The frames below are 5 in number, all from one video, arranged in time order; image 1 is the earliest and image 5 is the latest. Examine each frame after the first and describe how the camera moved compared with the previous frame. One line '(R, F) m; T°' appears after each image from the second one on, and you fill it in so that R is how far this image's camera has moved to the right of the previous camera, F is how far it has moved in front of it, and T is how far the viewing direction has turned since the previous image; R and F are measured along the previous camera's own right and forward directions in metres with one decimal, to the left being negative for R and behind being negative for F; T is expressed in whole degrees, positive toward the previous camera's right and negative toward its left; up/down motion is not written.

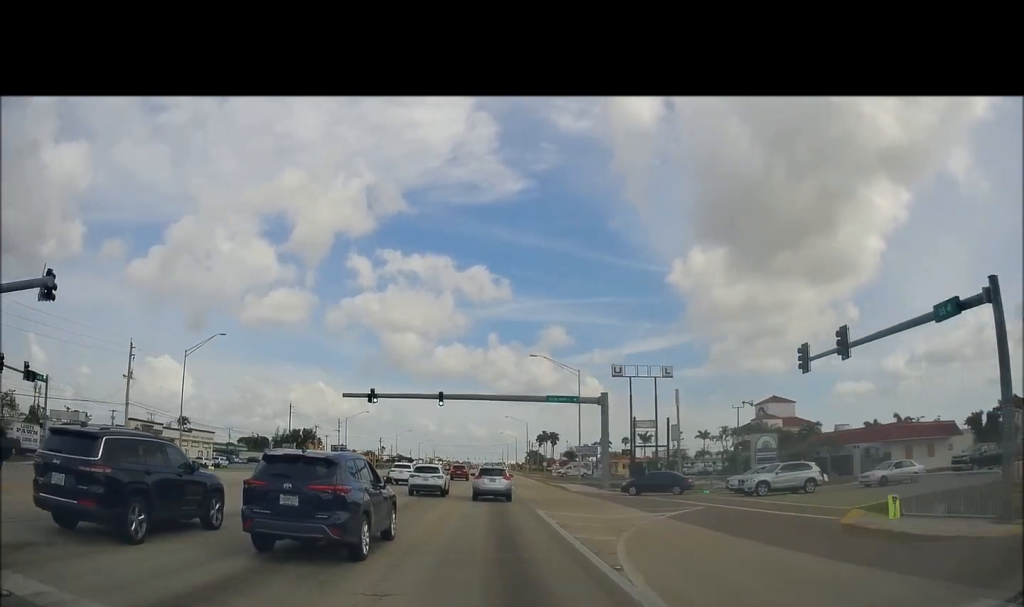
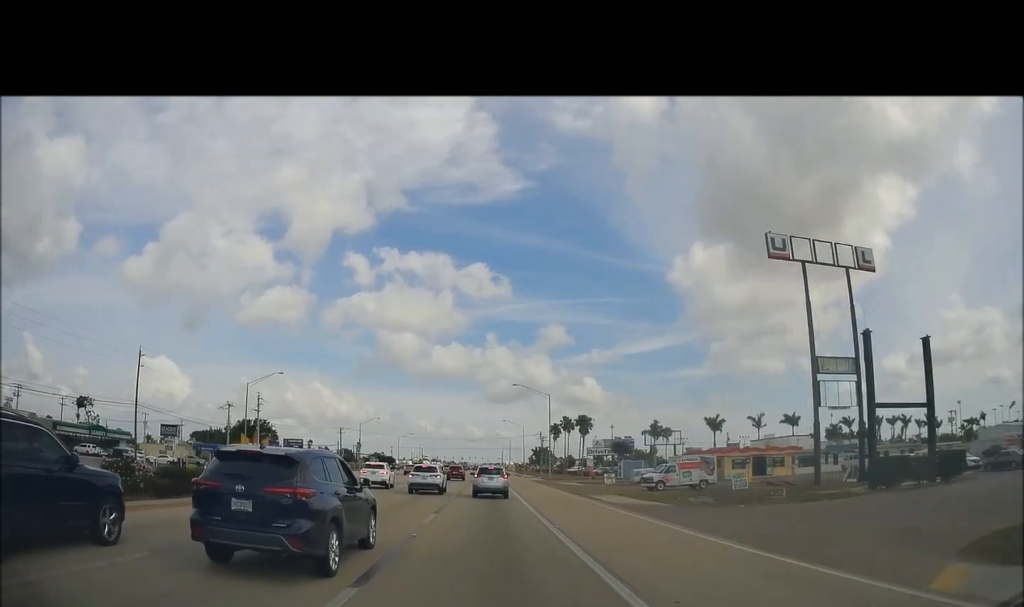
(-0.4, +58.0) m; -2°
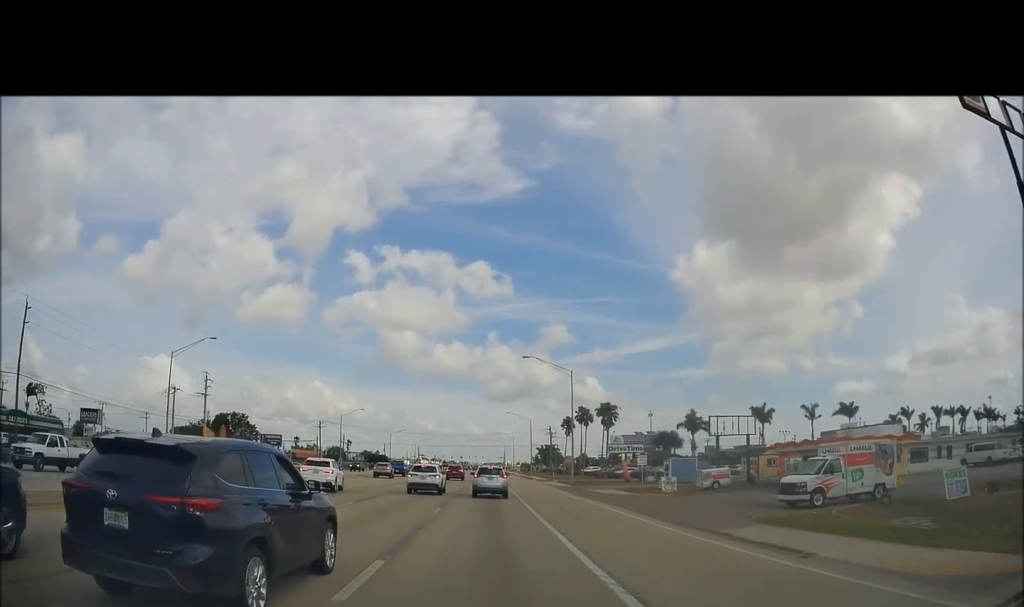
(0.0, +22.2) m; 0°
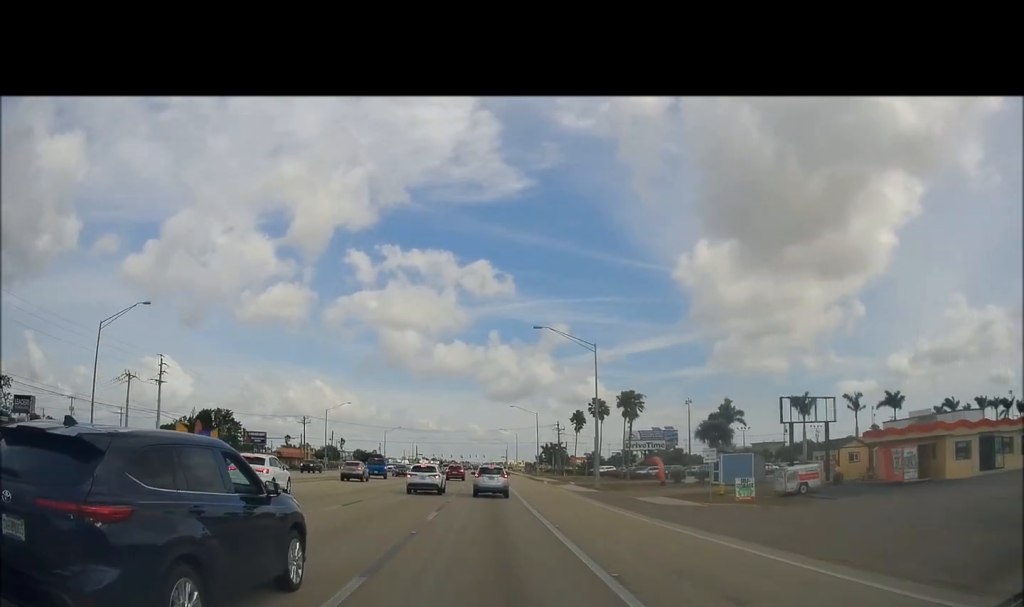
(0.0, +14.0) m; 0°
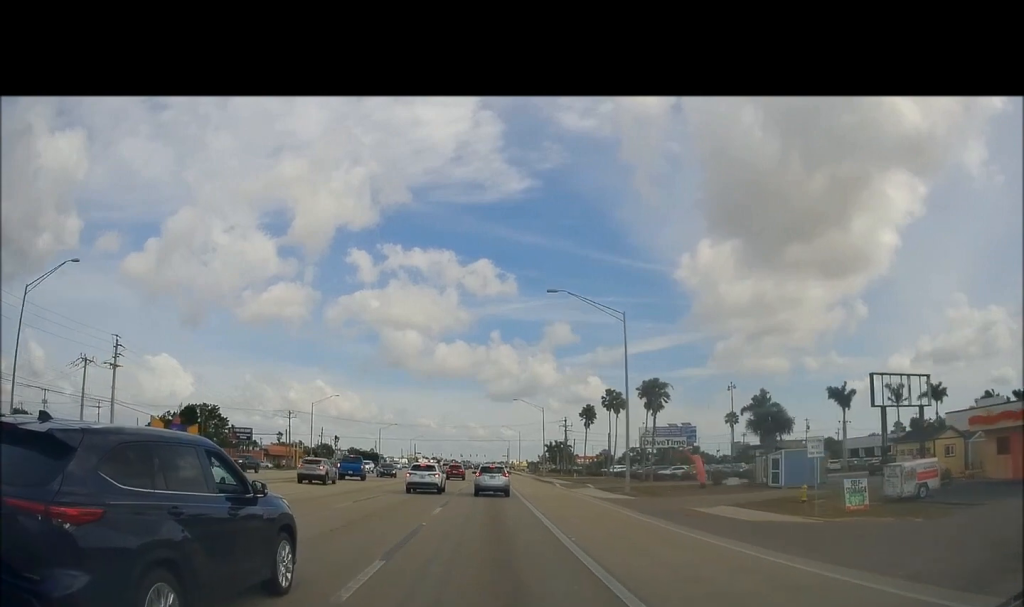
(0.0, +11.0) m; 0°
